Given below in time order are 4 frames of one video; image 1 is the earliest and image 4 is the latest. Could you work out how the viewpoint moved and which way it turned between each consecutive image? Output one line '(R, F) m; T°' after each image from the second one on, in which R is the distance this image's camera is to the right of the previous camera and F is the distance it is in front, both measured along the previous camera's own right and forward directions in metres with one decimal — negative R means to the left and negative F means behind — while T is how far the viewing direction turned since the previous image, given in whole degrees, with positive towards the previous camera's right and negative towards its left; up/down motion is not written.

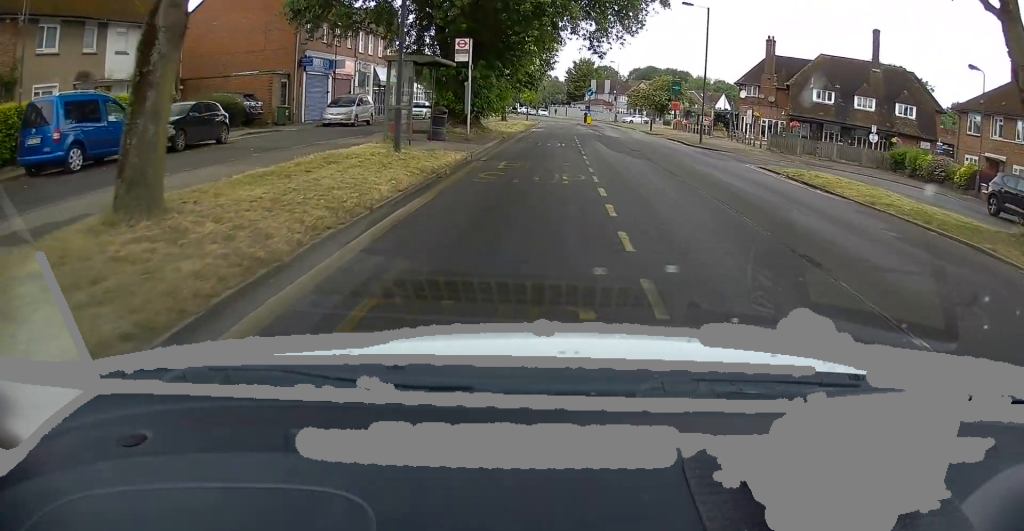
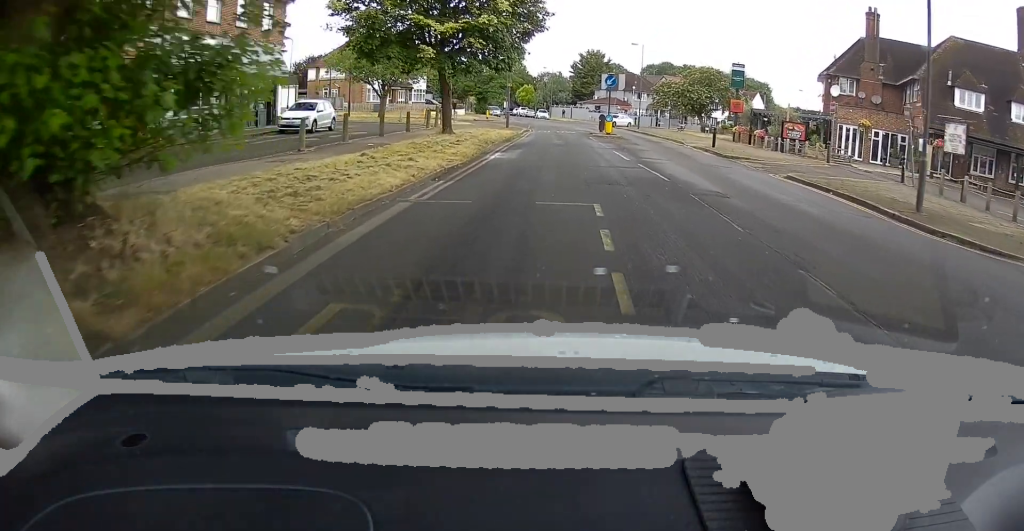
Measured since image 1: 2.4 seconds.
(+0.4, +23.2) m; +1°
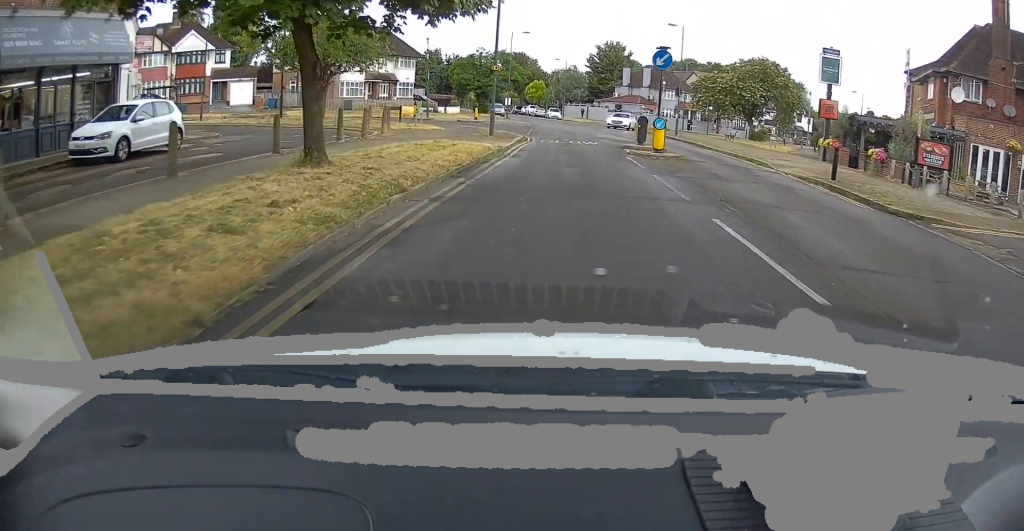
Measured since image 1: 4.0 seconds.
(-0.4, +13.8) m; -4°
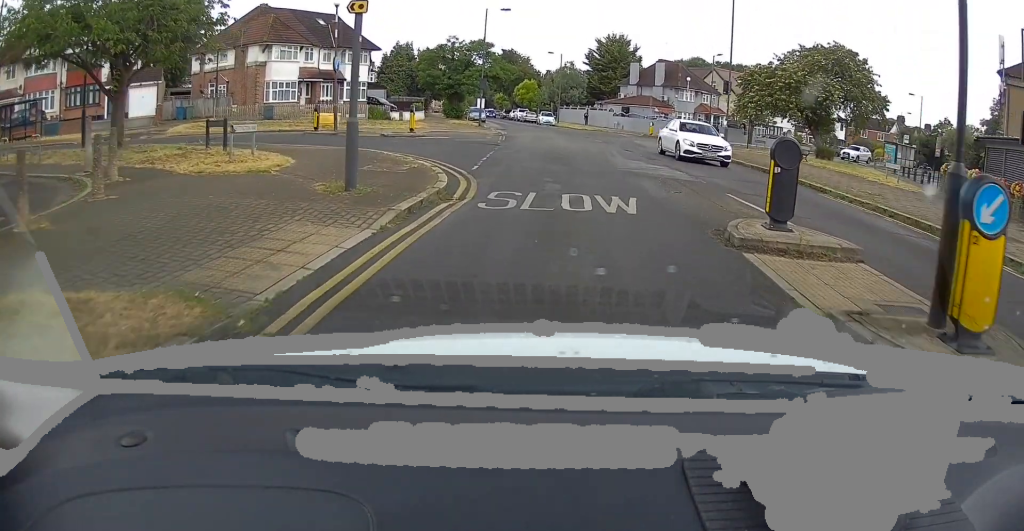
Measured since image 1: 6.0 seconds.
(-0.2, +15.5) m; +1°
